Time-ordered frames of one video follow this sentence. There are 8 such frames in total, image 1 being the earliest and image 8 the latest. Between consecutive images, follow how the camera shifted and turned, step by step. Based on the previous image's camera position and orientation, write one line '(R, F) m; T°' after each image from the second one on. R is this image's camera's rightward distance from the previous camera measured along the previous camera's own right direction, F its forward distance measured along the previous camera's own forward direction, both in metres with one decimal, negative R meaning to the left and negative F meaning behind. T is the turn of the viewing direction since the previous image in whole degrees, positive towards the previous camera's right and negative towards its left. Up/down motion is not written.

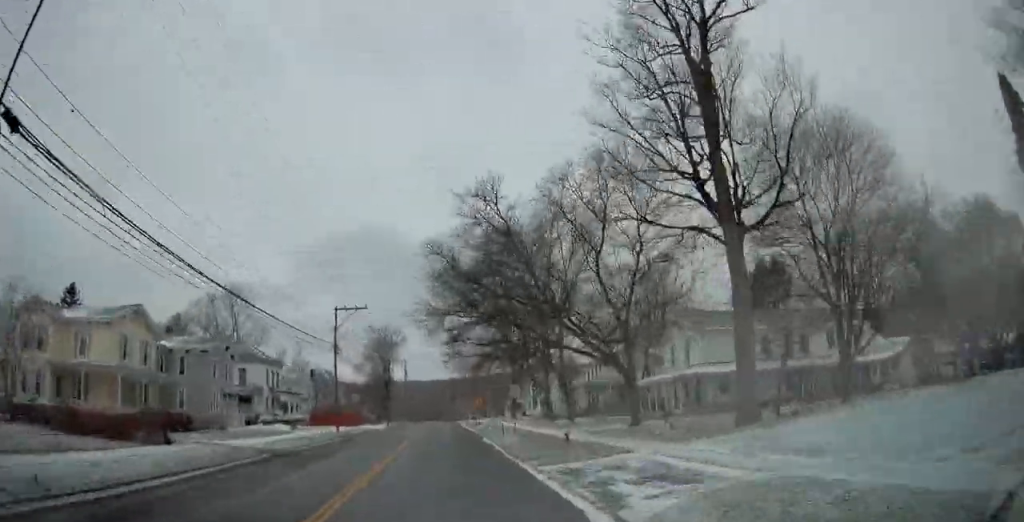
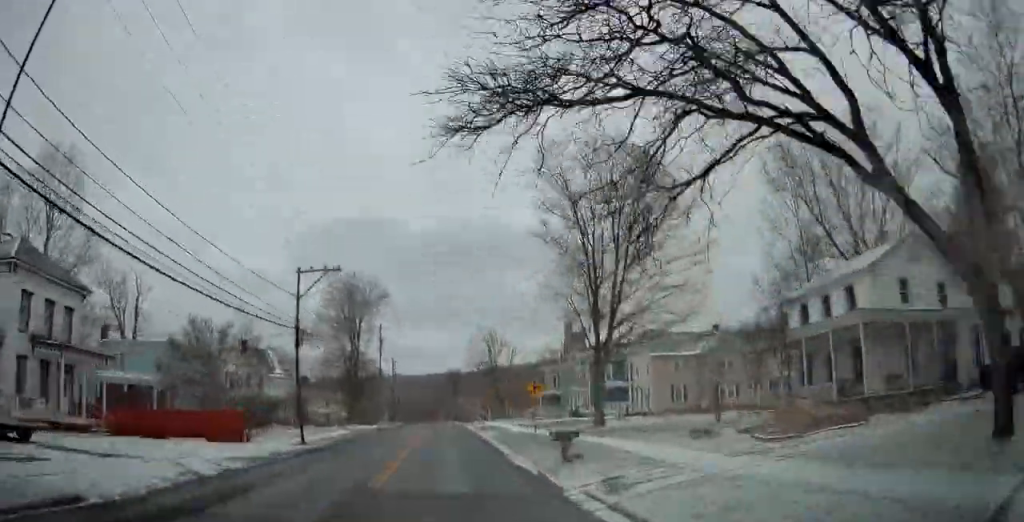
(-0.5, +42.9) m; +1°
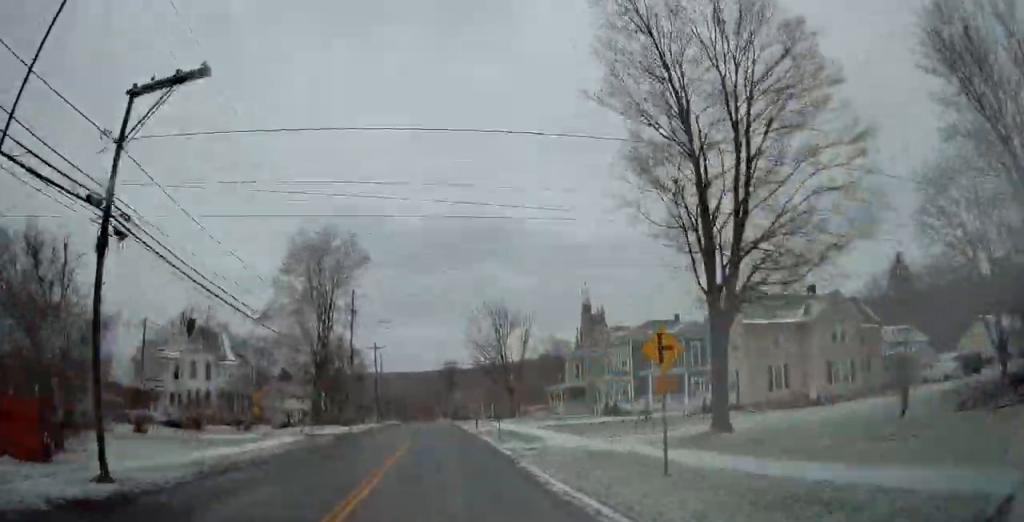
(+0.1, +18.1) m; 0°
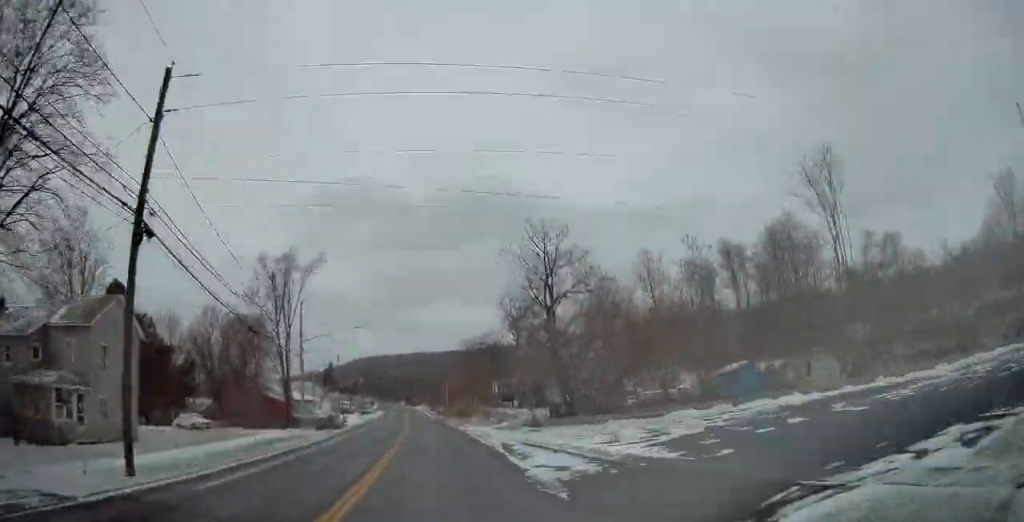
(-1.2, +108.1) m; -4°
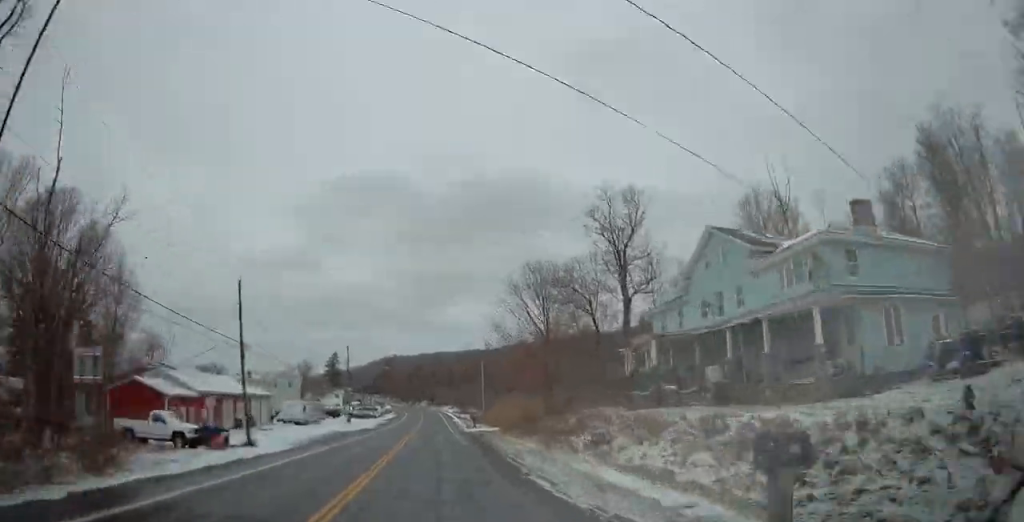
(-1.2, +49.6) m; +1°
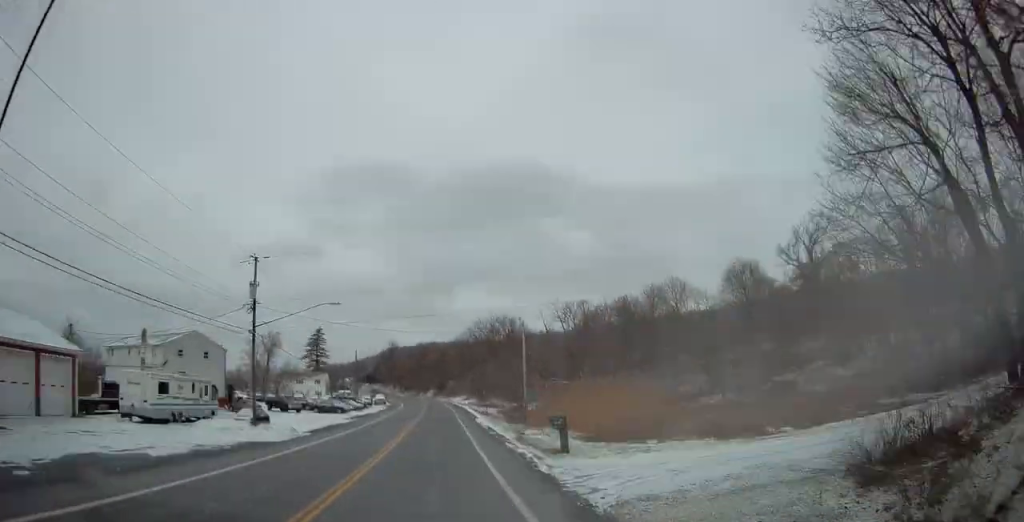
(+0.9, +43.8) m; -1°
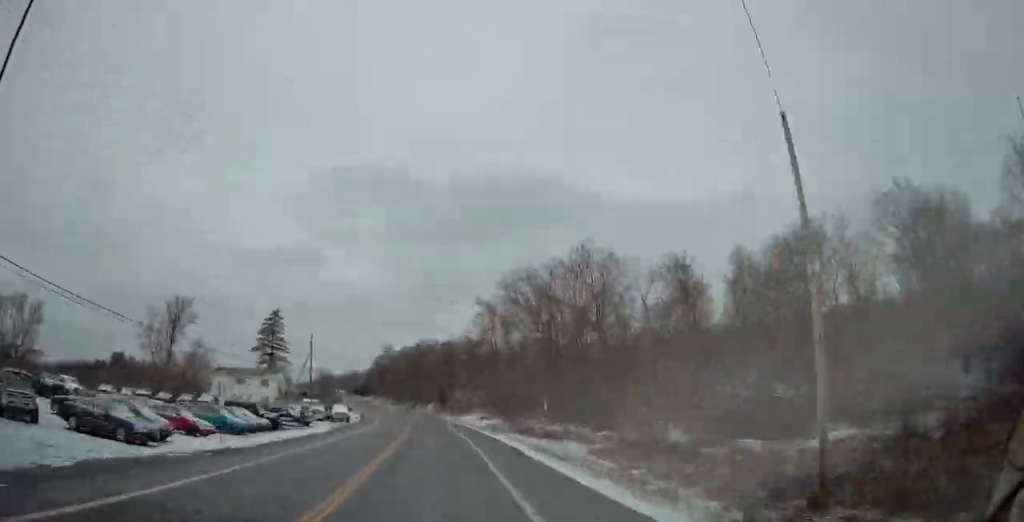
(0.0, +48.0) m; -6°
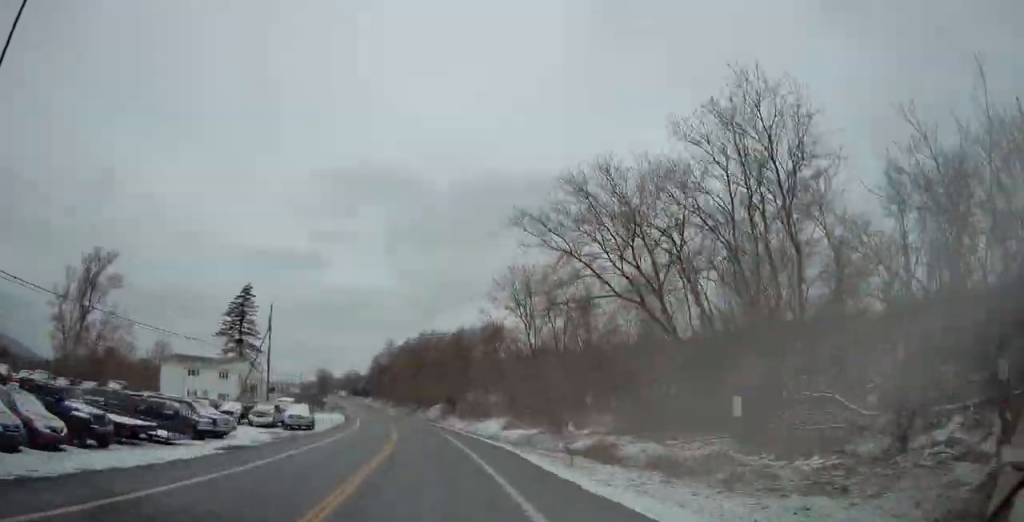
(-3.2, +23.6) m; -3°
